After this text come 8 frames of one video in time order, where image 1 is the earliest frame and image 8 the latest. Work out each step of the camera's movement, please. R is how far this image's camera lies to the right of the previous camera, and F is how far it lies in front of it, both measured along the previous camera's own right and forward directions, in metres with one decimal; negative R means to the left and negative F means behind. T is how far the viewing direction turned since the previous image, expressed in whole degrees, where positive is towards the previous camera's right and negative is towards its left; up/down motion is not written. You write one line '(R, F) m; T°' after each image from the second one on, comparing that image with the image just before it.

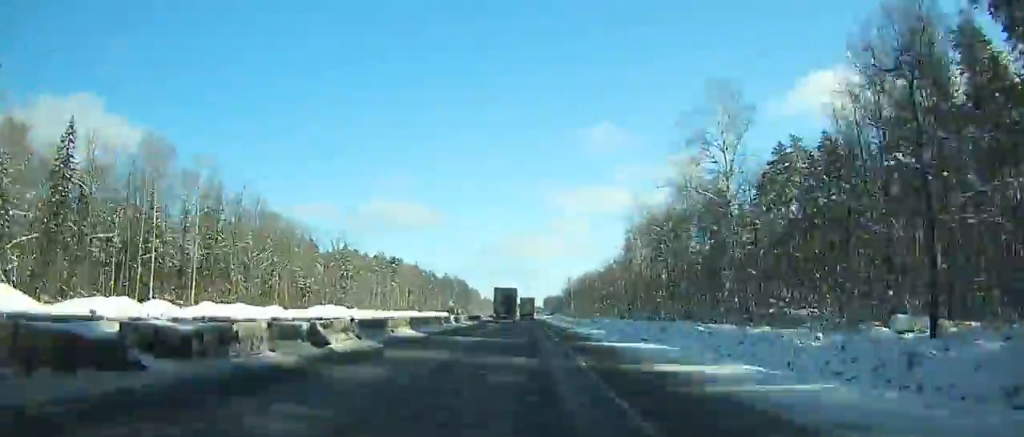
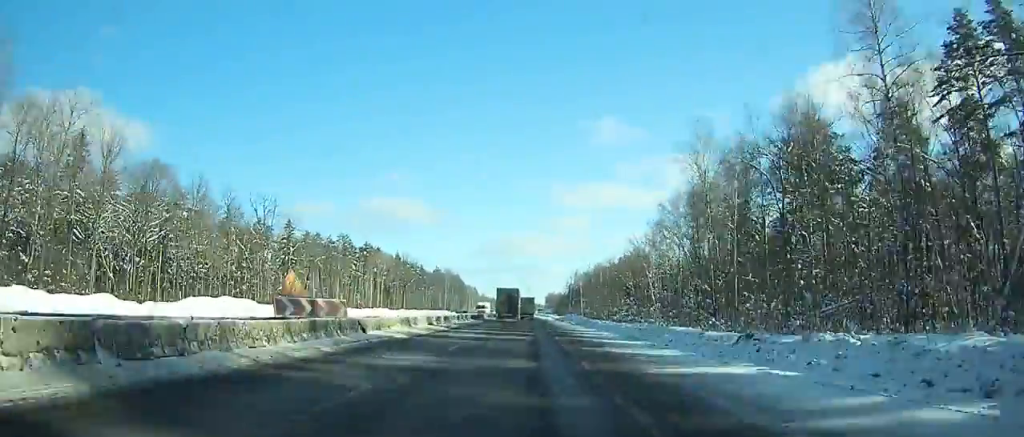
(-0.1, +43.0) m; 0°
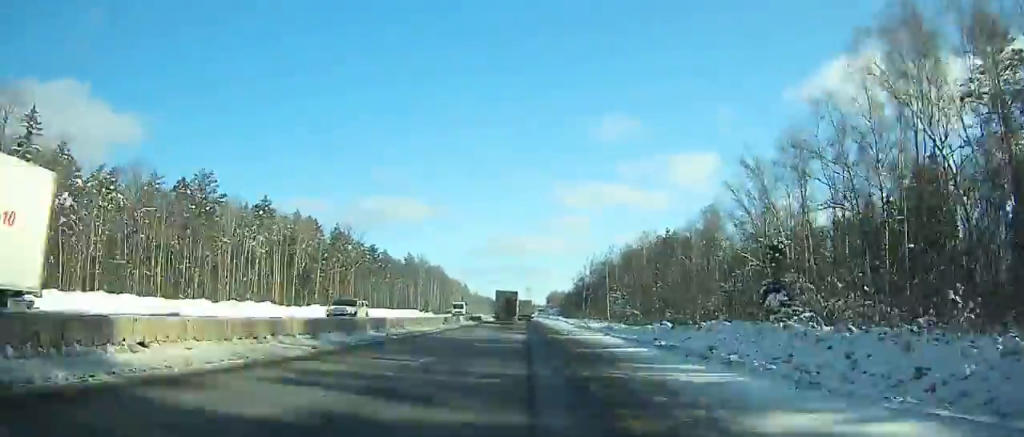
(0.0, +77.1) m; 0°
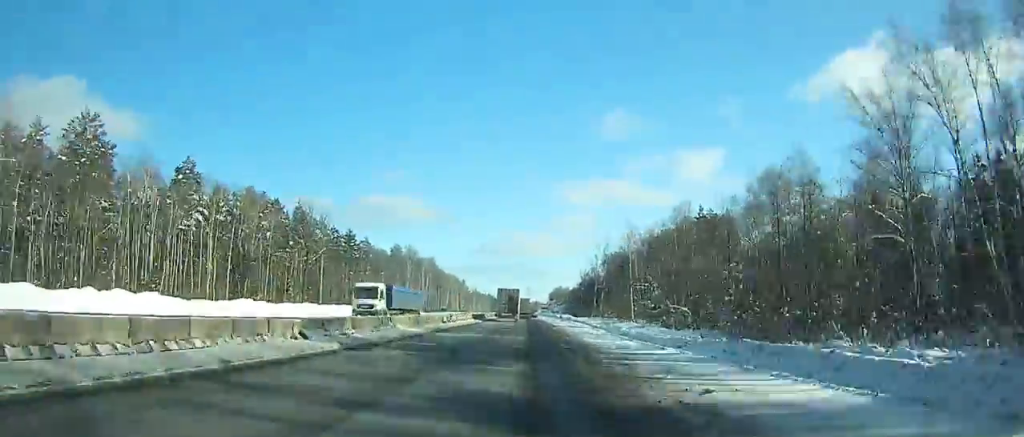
(0.0, +30.3) m; 0°
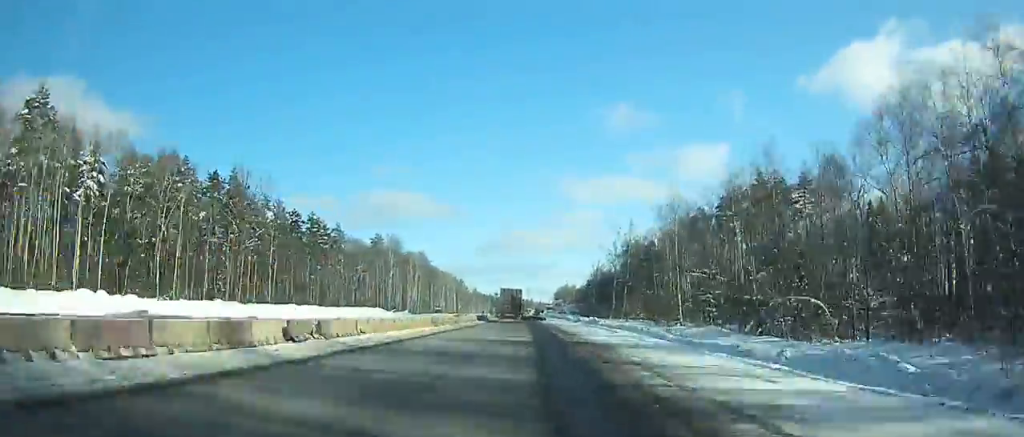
(0.0, +33.6) m; 0°
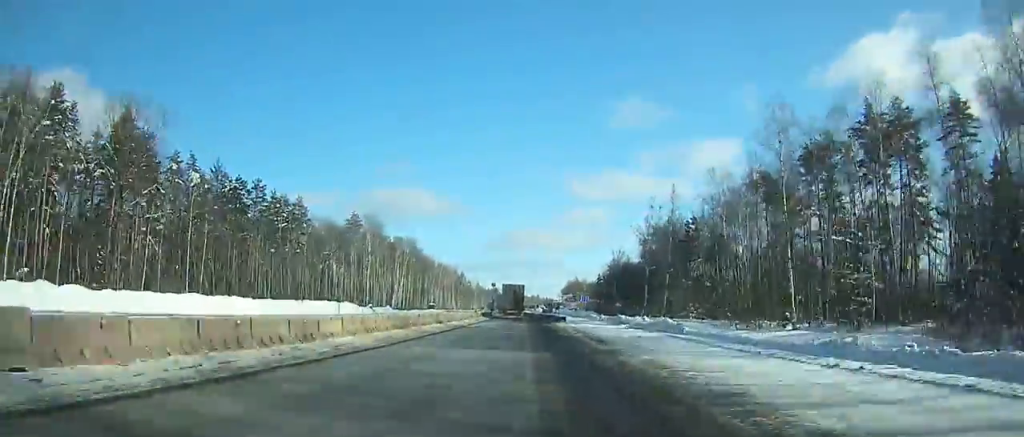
(-0.1, +32.6) m; -1°
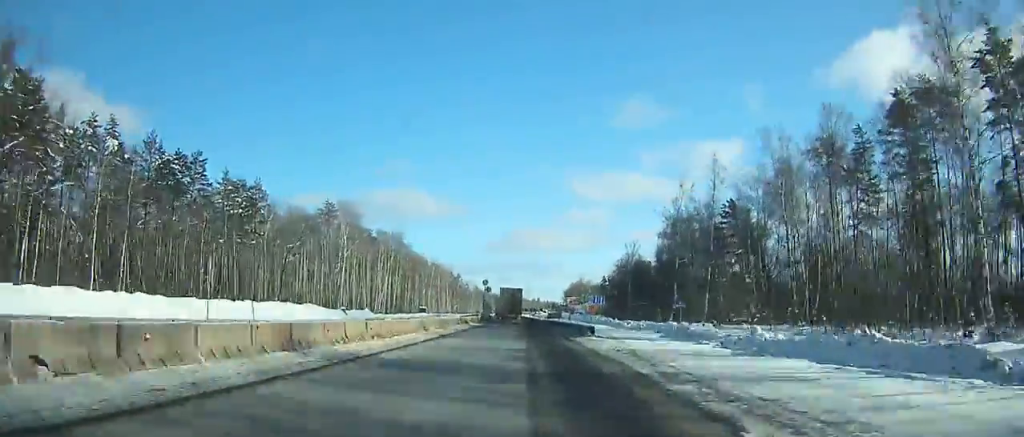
(+0.1, +23.3) m; -1°
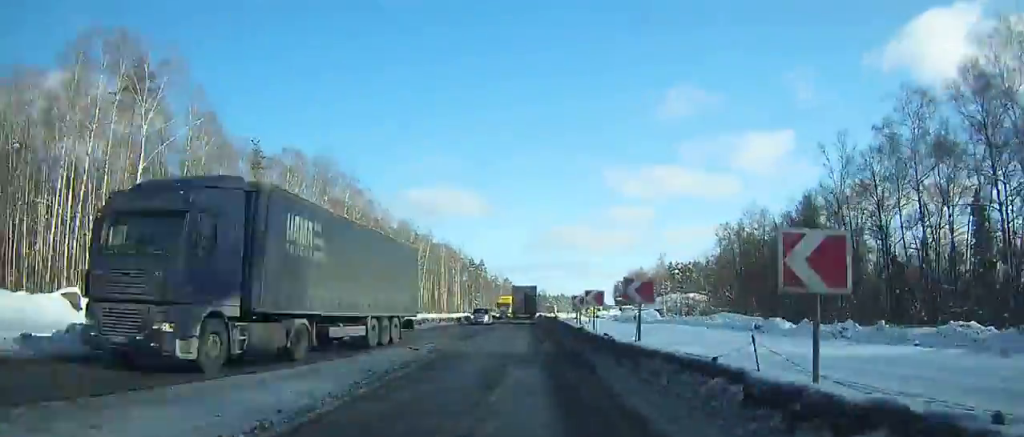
(-2.9, +87.7) m; -3°
